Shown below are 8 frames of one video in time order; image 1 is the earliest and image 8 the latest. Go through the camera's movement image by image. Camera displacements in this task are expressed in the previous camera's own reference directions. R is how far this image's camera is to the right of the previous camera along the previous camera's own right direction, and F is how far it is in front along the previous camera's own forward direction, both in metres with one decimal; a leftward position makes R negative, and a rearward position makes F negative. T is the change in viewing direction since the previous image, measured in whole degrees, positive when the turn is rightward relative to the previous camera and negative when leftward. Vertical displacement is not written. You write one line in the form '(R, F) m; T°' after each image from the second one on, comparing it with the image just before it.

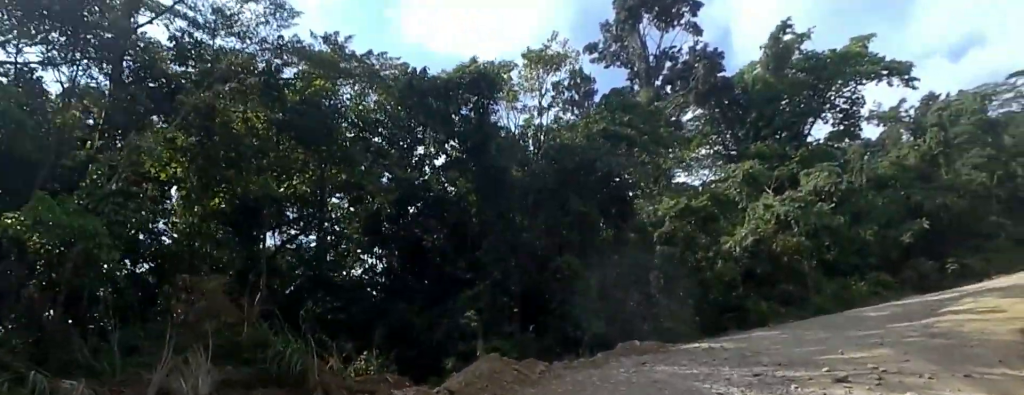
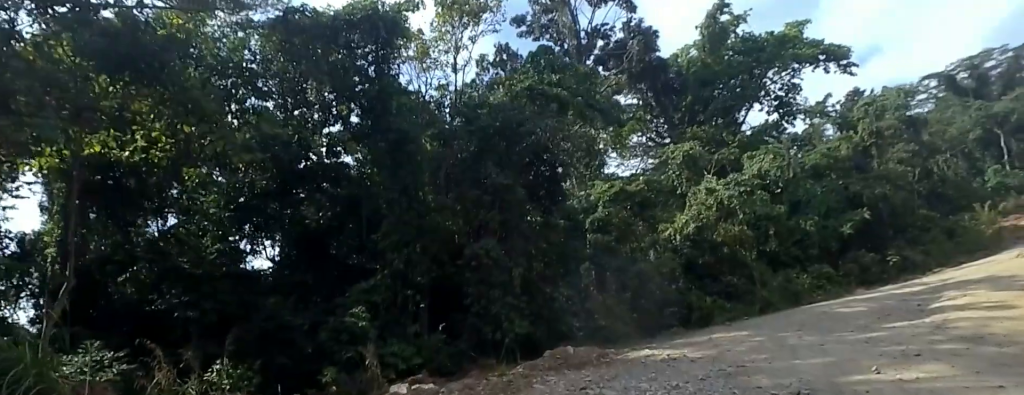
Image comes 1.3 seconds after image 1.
(0.0, +5.2) m; +3°
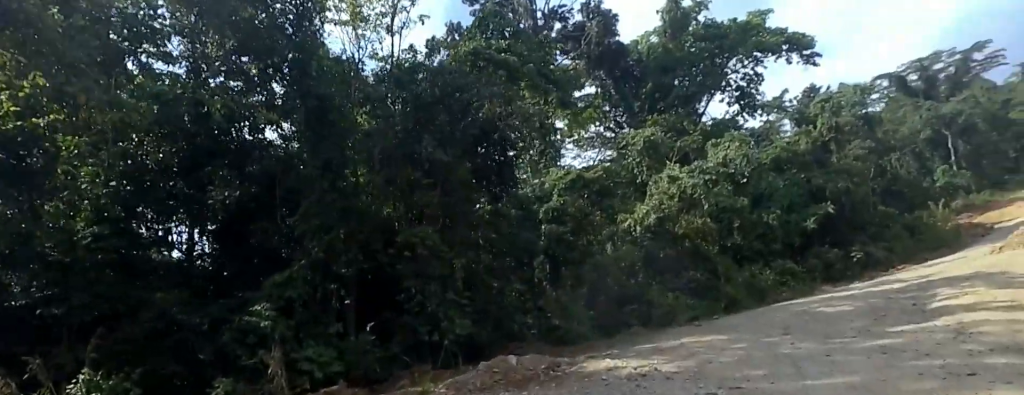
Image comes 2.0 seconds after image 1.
(-0.1, +2.9) m; +8°
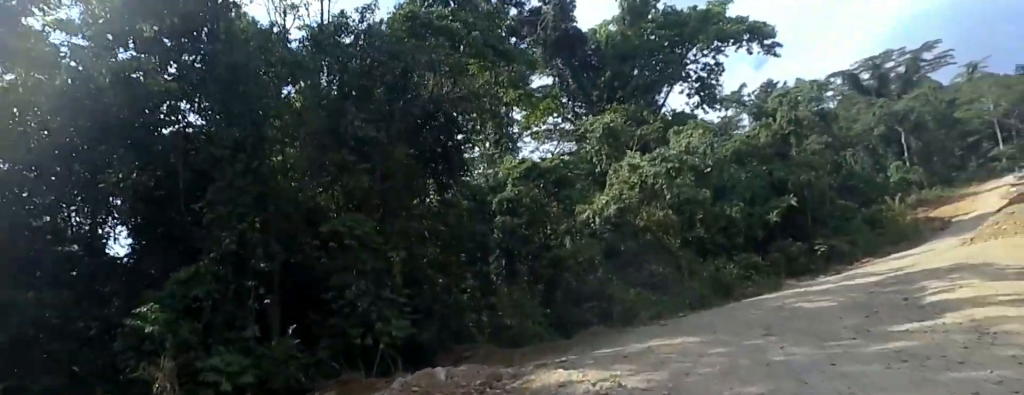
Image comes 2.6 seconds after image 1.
(+0.4, +2.0) m; +8°
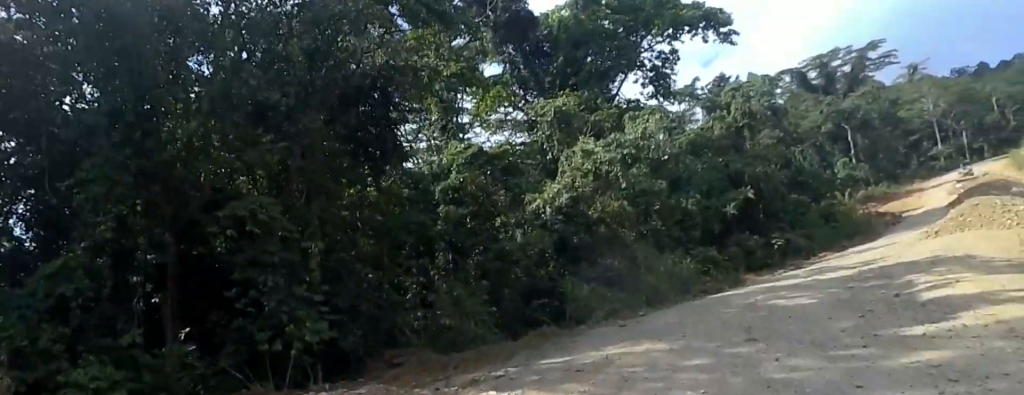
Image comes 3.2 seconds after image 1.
(+0.2, +2.2) m; +3°
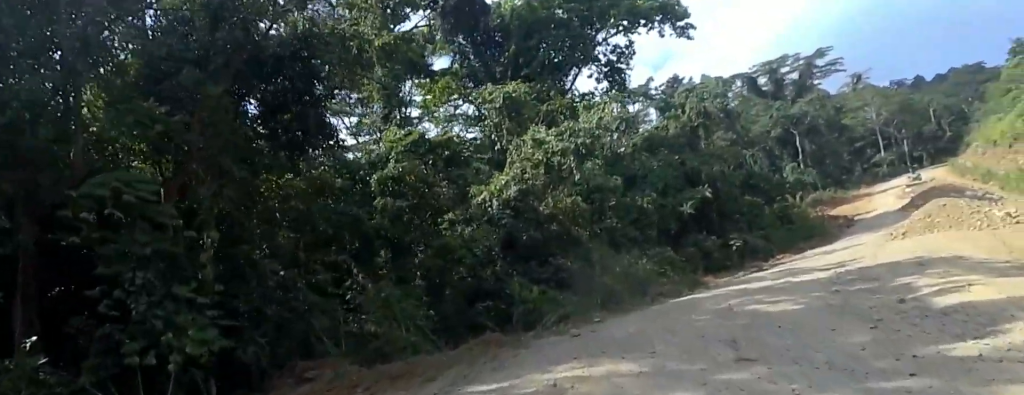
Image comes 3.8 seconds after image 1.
(+0.1, +2.3) m; -5°
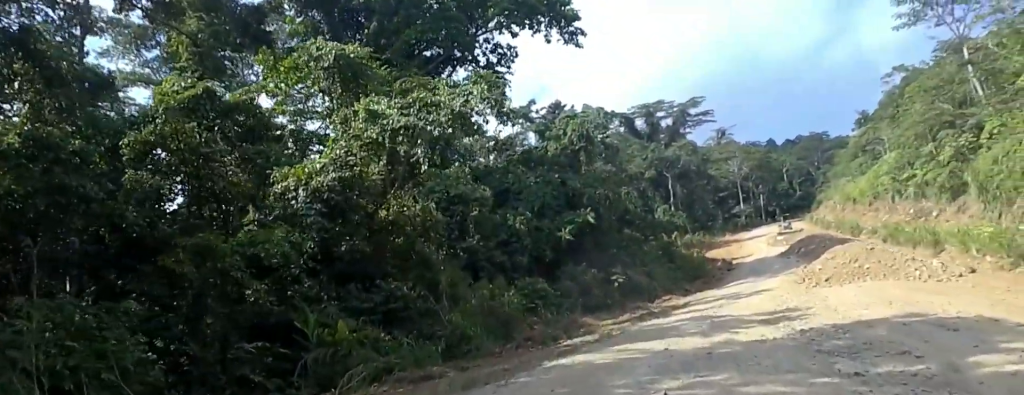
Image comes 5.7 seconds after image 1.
(+0.9, +6.9) m; +24°
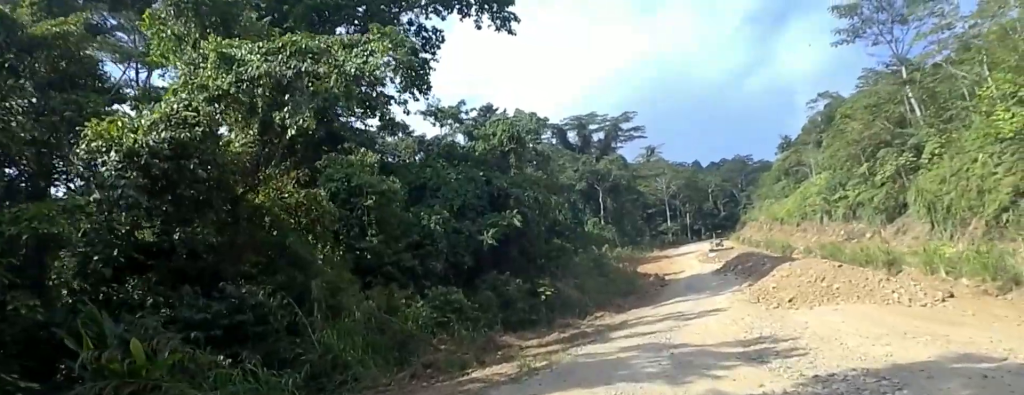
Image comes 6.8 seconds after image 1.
(+0.3, +4.6) m; +7°
